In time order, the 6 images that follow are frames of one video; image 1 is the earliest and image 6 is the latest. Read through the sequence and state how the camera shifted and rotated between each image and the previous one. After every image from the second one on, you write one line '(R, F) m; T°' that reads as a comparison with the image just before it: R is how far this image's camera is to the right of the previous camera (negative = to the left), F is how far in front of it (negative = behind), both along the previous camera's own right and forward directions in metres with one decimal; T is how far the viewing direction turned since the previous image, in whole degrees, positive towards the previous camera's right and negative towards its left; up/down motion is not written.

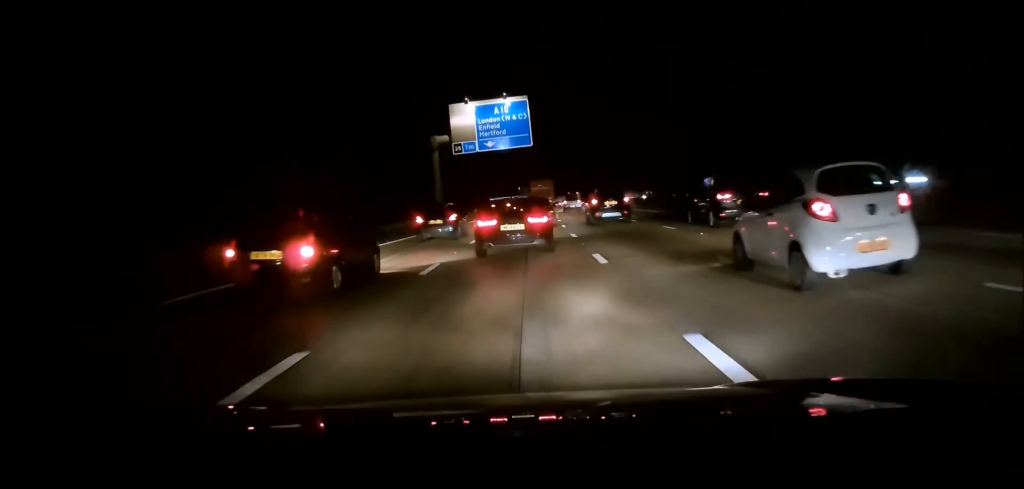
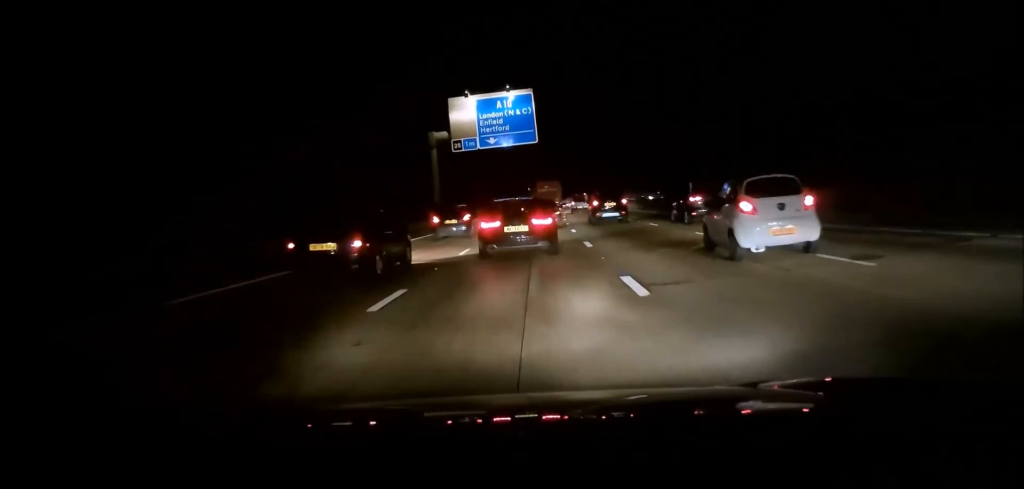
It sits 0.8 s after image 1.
(+0.2, +4.6) m; 0°
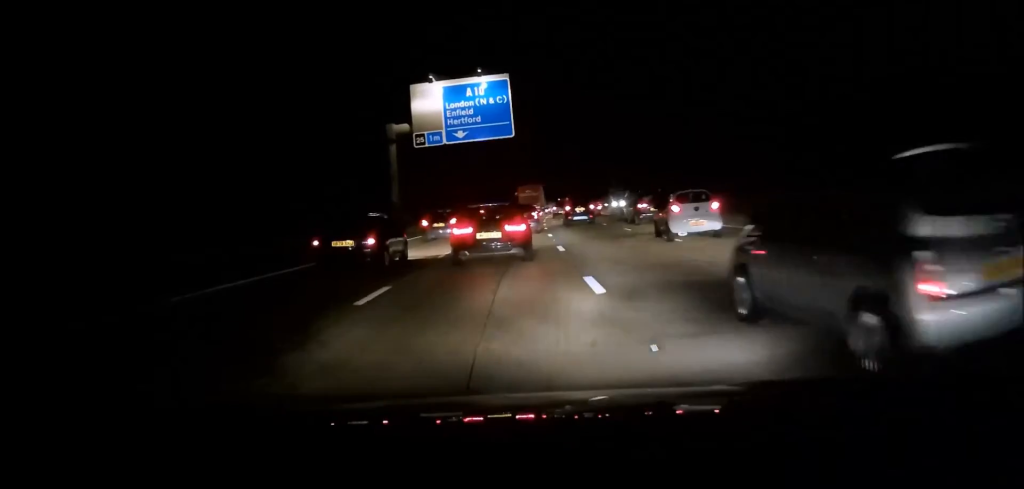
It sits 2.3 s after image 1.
(+0.2, +8.7) m; 0°
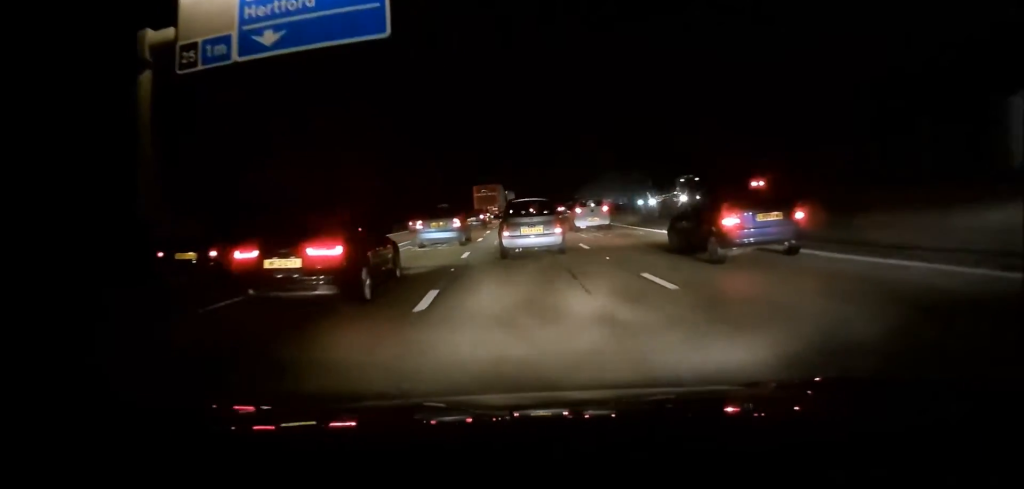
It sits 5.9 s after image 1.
(-1.3, +26.2) m; -3°
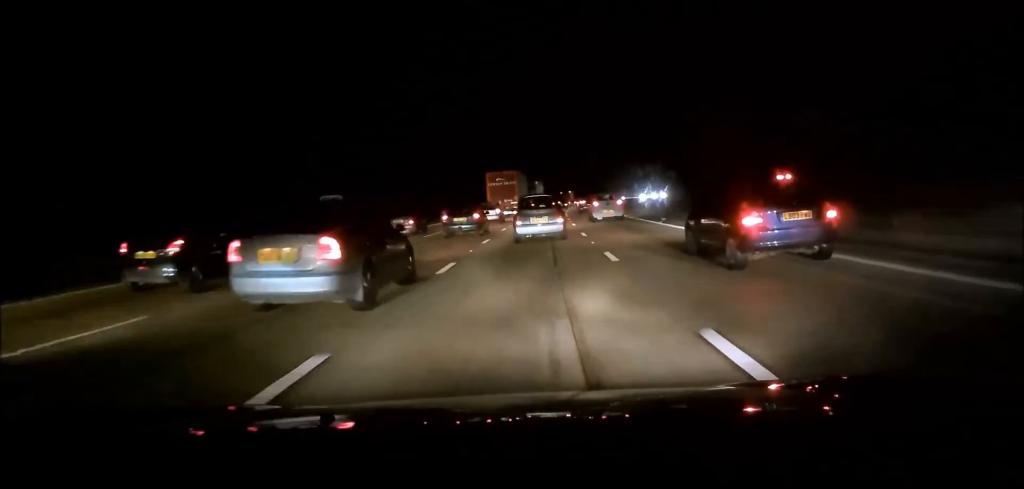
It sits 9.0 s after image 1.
(+0.3, +32.0) m; +1°
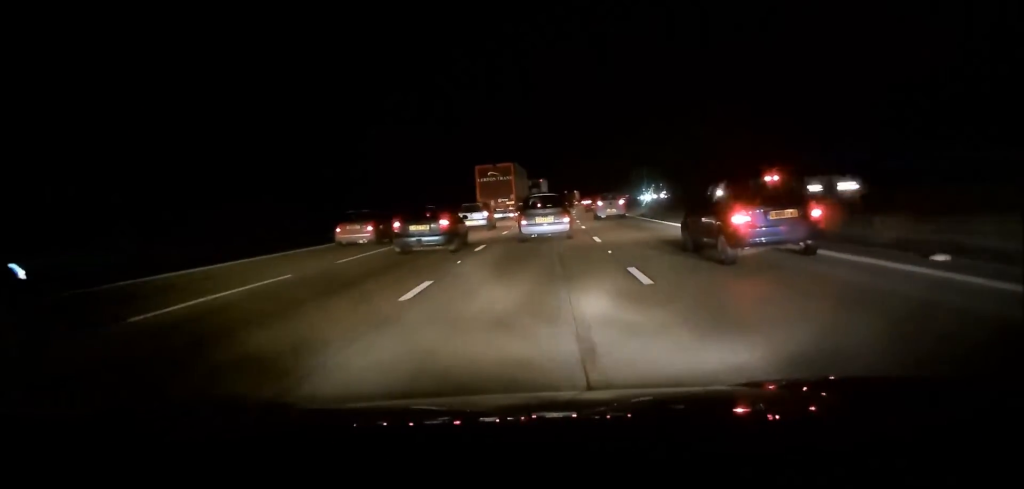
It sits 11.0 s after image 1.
(+0.1, +22.4) m; 0°
